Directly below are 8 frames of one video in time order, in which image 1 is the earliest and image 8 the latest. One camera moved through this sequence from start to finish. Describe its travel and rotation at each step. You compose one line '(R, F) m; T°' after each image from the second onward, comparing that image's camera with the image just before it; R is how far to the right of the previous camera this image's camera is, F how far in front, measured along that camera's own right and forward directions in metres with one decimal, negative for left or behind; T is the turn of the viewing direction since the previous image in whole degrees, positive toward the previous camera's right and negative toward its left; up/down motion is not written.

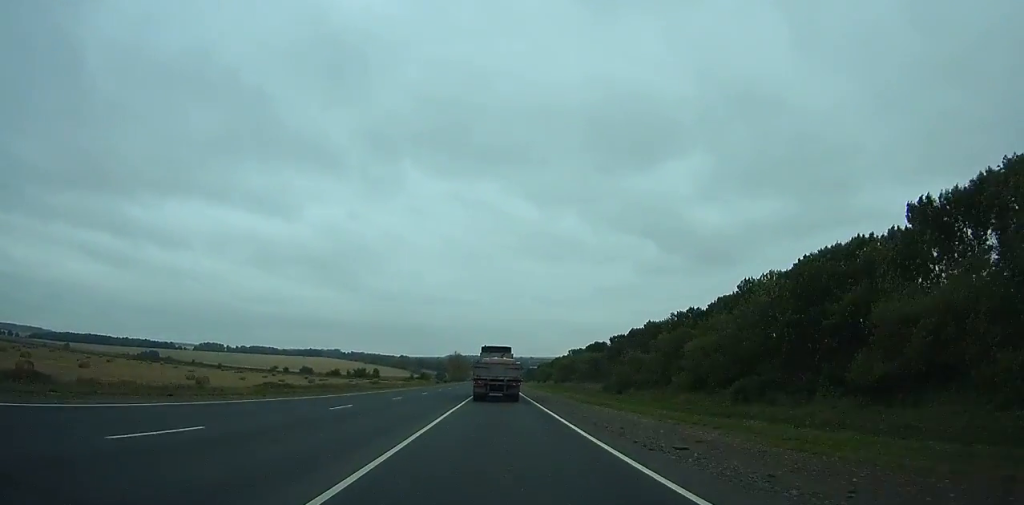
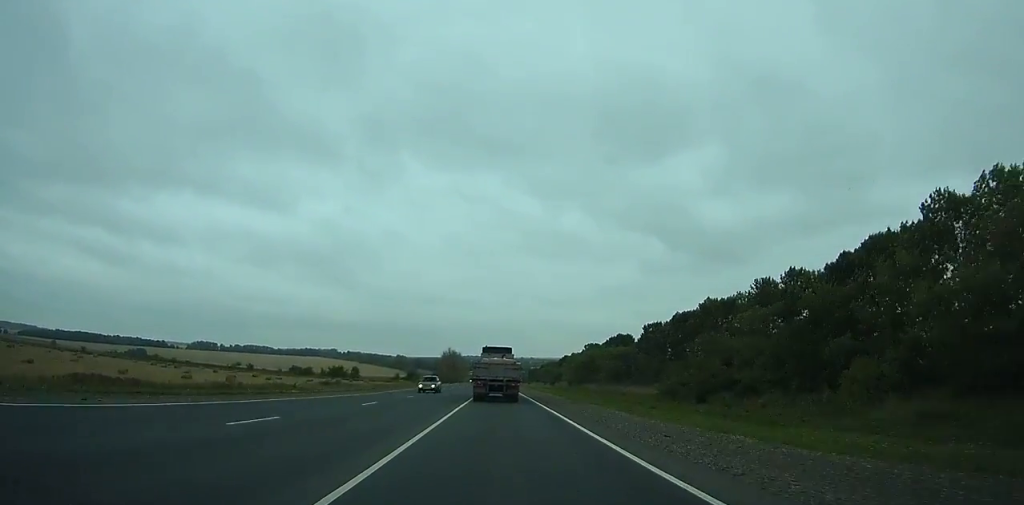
(+0.3, +44.7) m; 0°
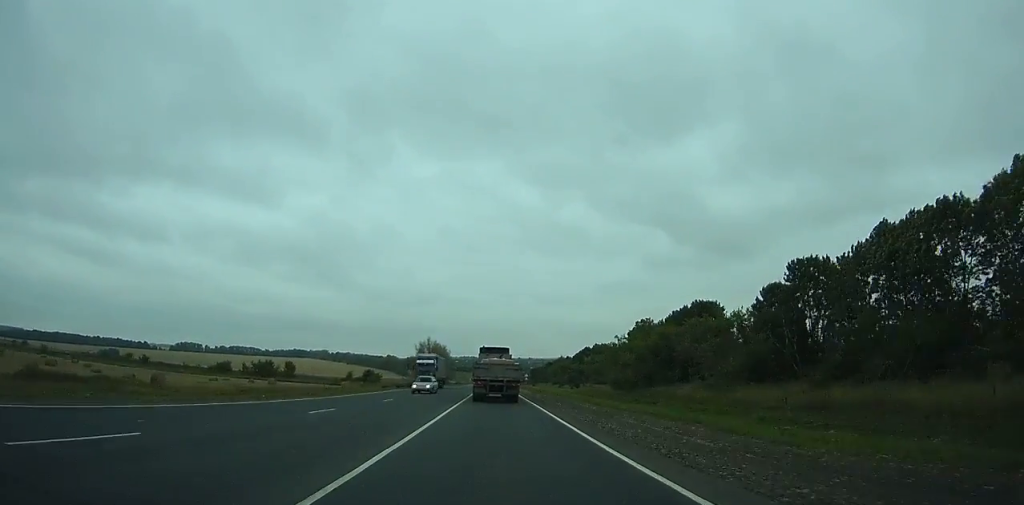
(+0.2, +78.5) m; 0°
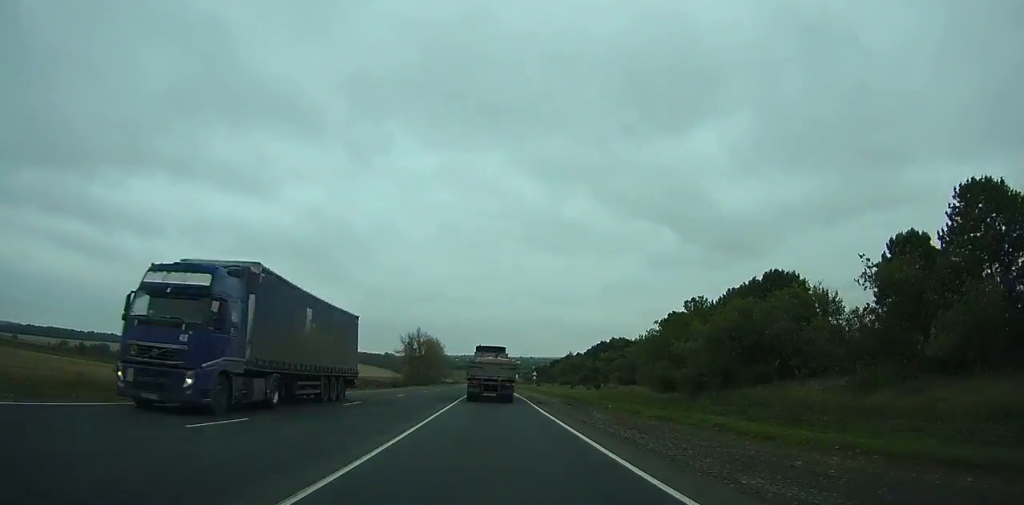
(0.0, +31.1) m; 0°
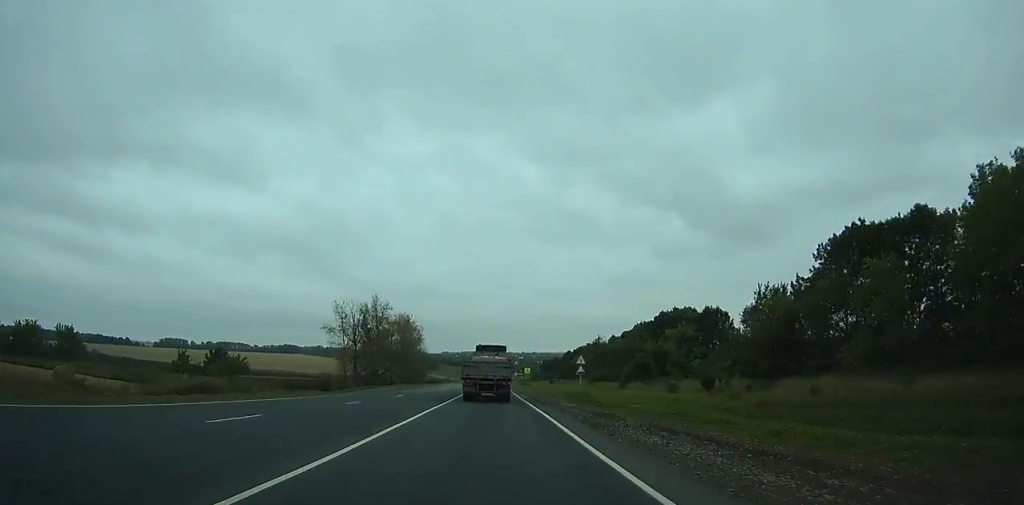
(0.0, +67.2) m; 0°
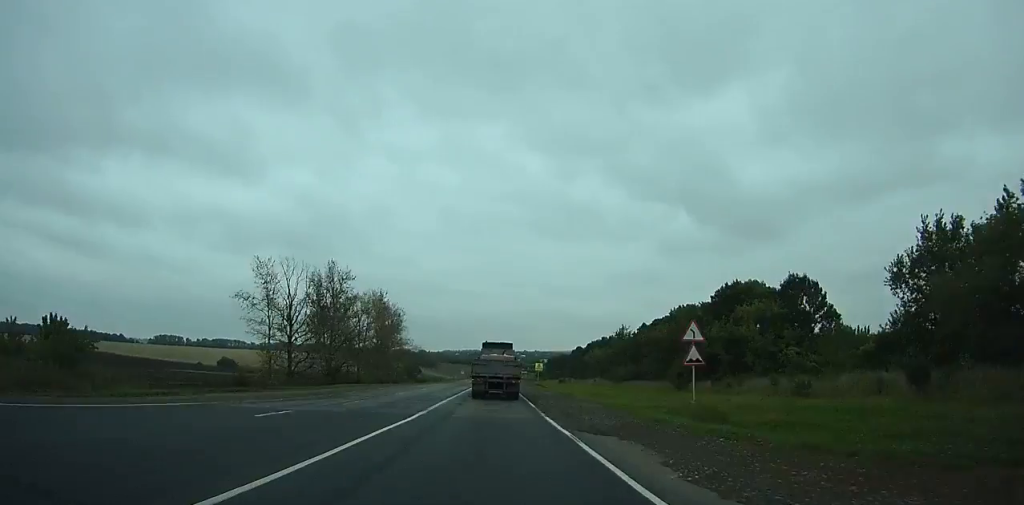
(0.0, +33.5) m; 0°
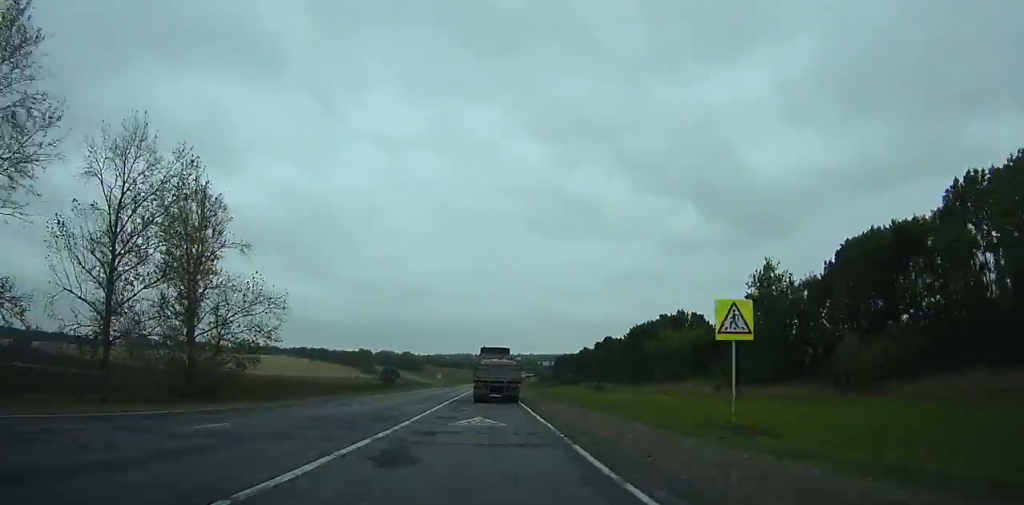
(-0.3, +85.5) m; 0°
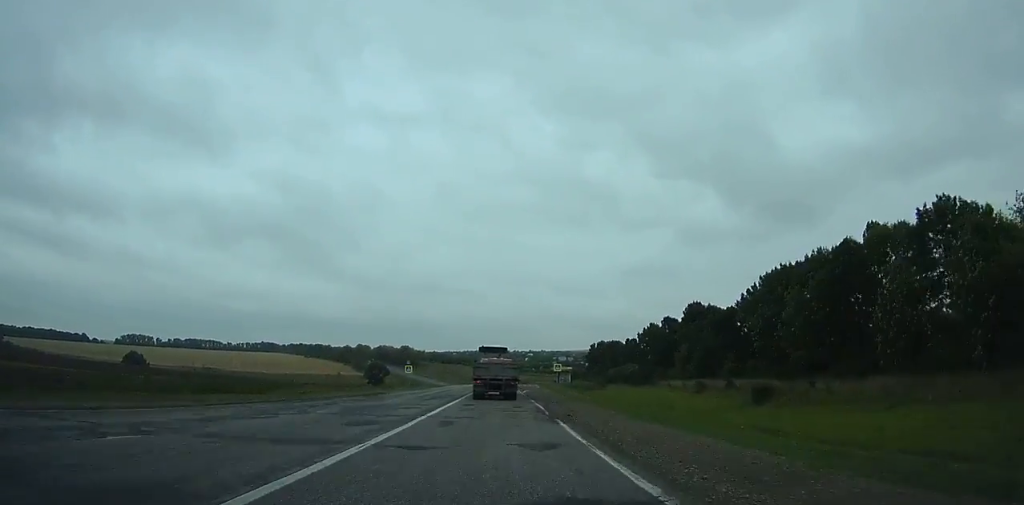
(+0.1, +79.0) m; 0°
